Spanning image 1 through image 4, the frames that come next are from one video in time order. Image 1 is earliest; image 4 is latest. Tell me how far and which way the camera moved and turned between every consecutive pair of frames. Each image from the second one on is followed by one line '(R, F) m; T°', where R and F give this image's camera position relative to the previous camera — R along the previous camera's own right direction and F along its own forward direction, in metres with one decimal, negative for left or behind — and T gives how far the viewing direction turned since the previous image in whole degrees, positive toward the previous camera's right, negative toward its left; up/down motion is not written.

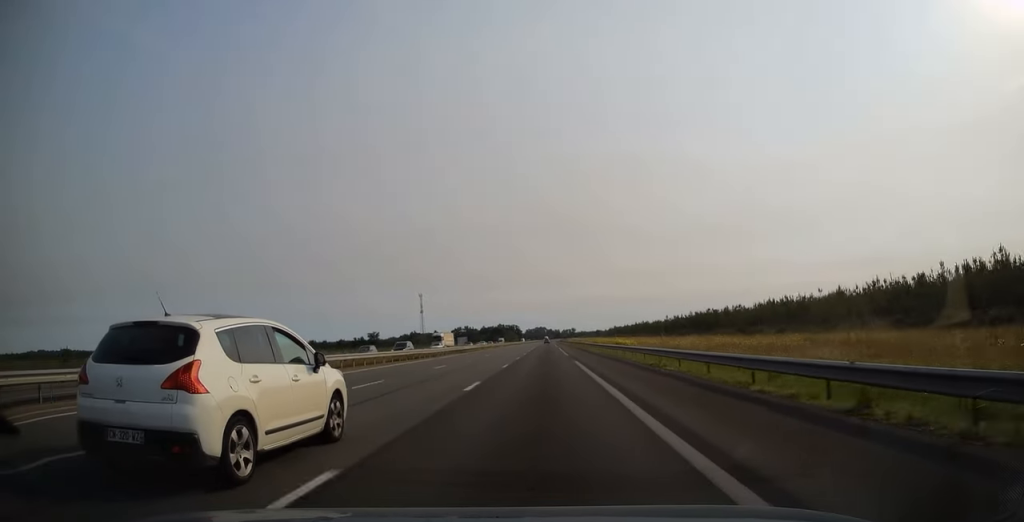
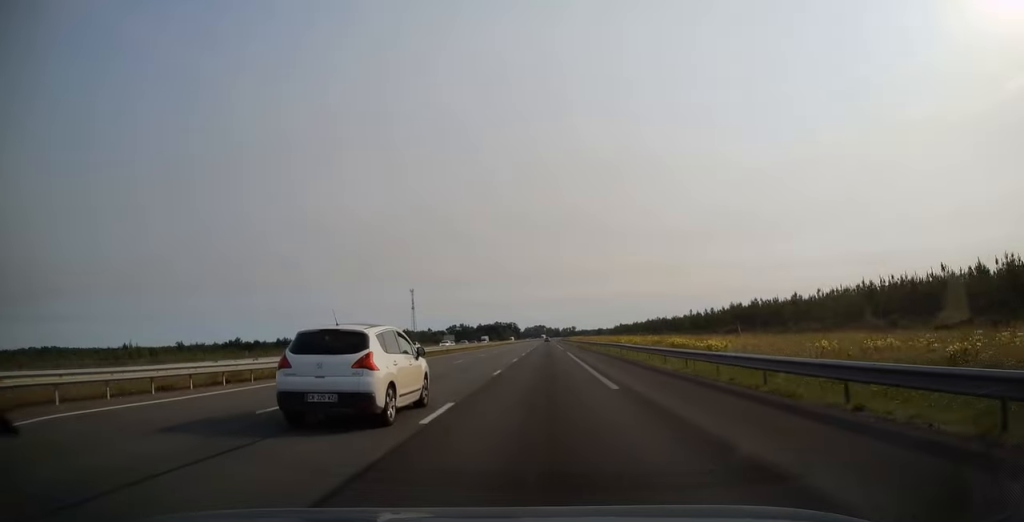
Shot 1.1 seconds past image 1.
(0.0, +32.6) m; 0°
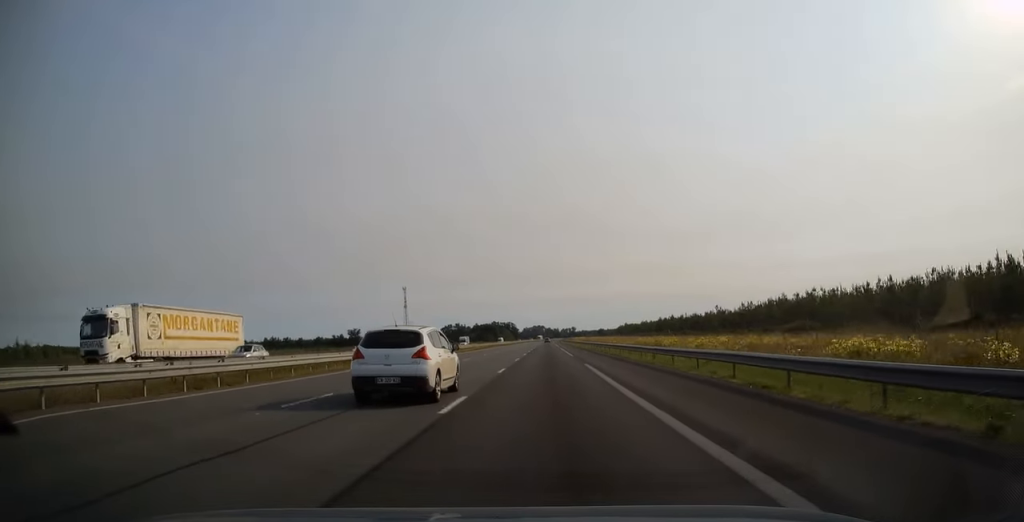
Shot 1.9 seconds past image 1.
(0.0, +25.2) m; 0°
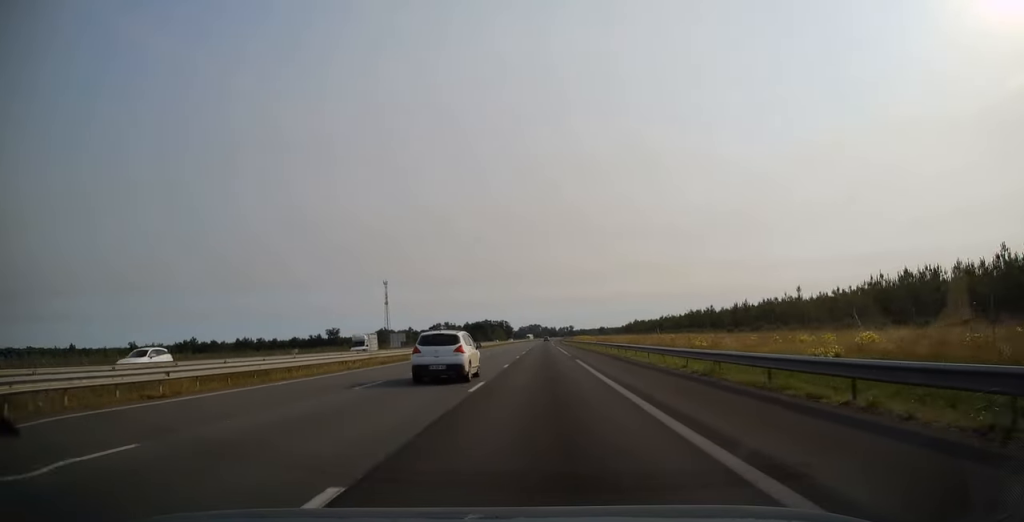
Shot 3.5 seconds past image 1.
(0.0, +47.4) m; 0°
